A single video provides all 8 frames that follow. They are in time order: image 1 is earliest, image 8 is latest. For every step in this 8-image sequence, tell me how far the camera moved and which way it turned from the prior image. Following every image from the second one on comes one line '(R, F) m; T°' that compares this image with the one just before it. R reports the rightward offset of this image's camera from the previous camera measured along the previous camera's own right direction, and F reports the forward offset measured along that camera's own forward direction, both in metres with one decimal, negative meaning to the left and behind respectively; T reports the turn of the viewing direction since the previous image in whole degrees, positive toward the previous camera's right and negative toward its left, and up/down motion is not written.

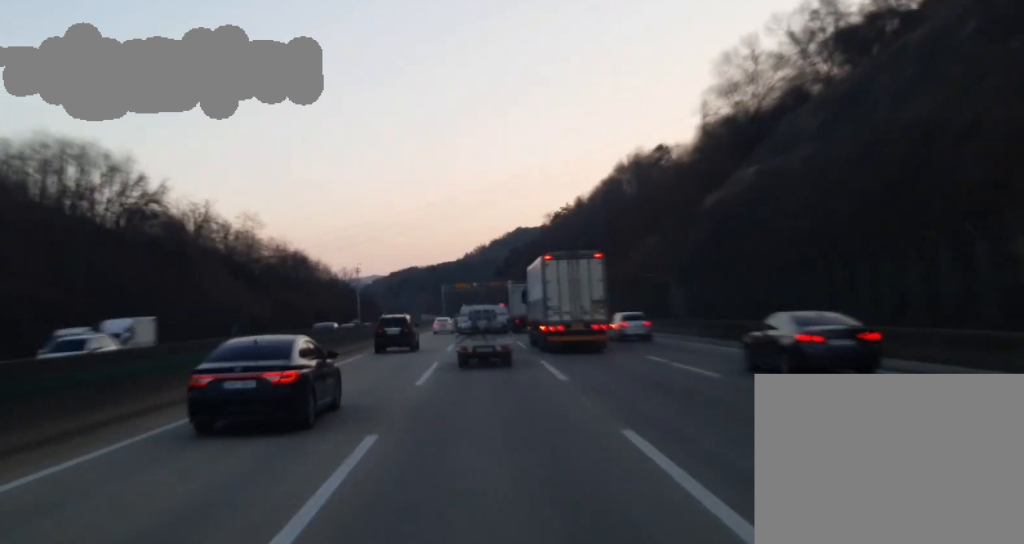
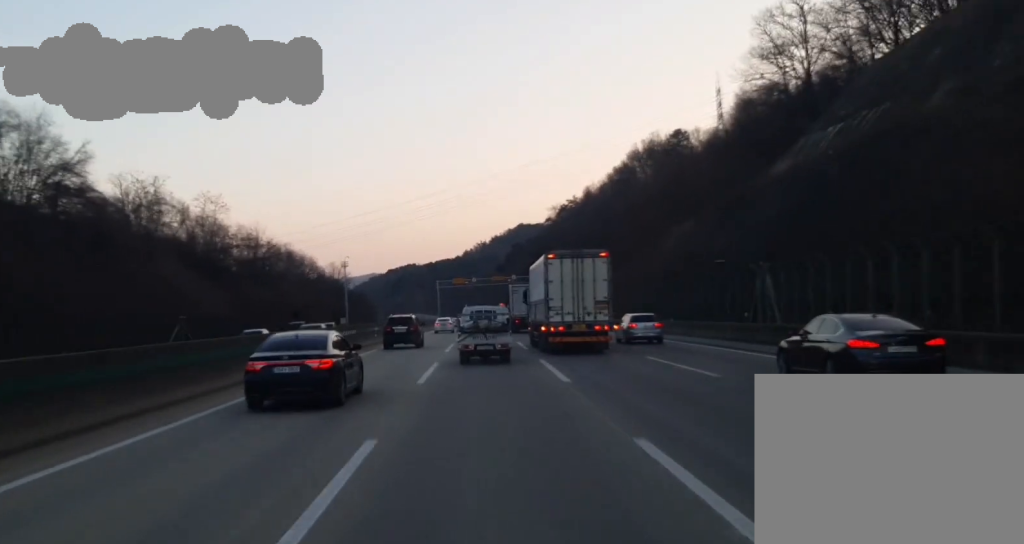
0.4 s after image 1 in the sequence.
(0.0, +19.5) m; 0°
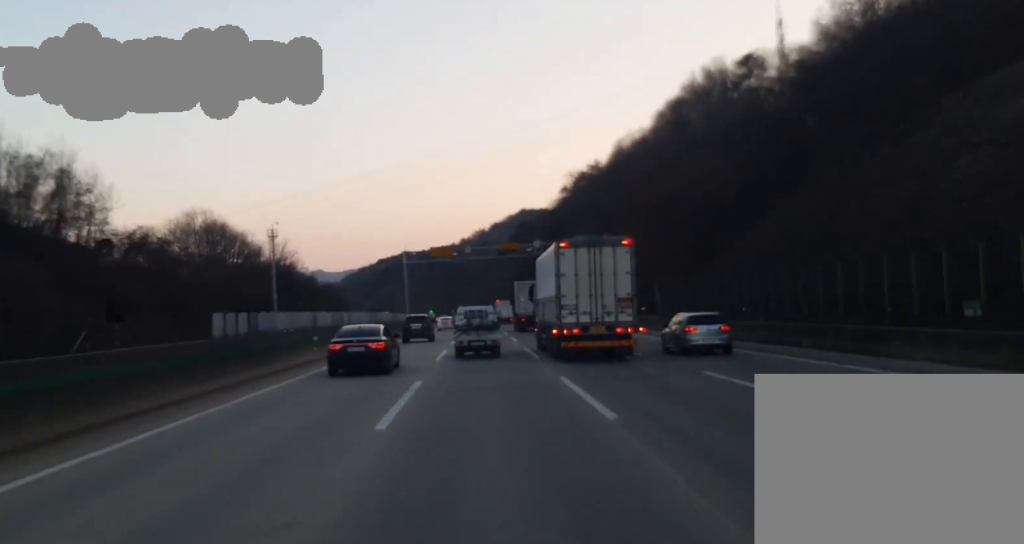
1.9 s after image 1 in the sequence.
(+0.1, +67.7) m; 0°
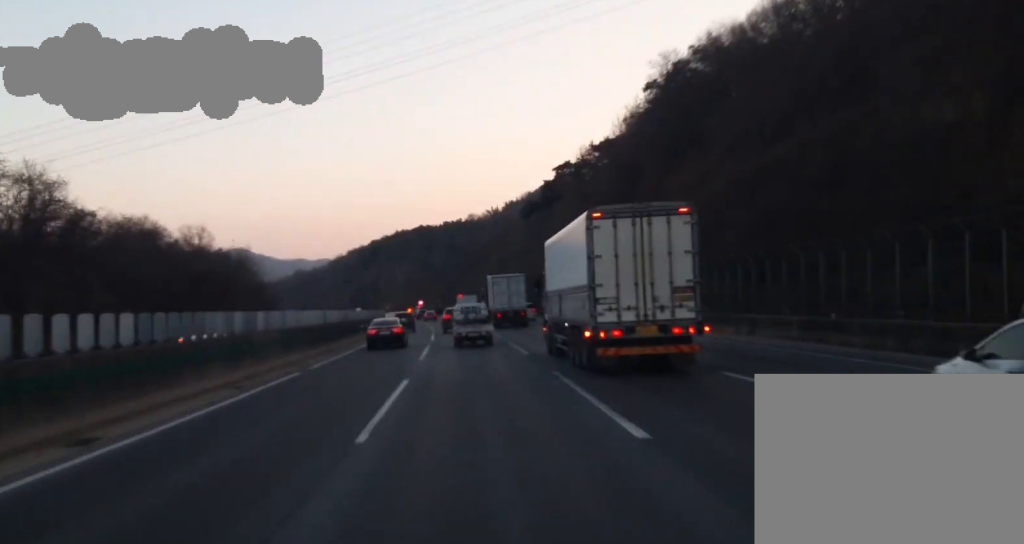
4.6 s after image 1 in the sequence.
(-1.4, +127.9) m; -1°
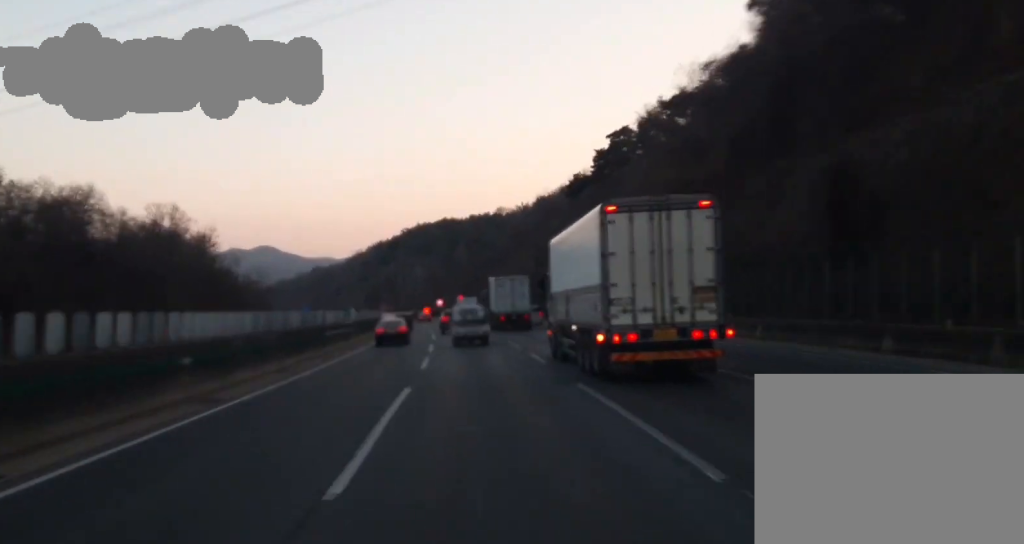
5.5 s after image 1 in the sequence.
(+0.2, +44.0) m; -1°
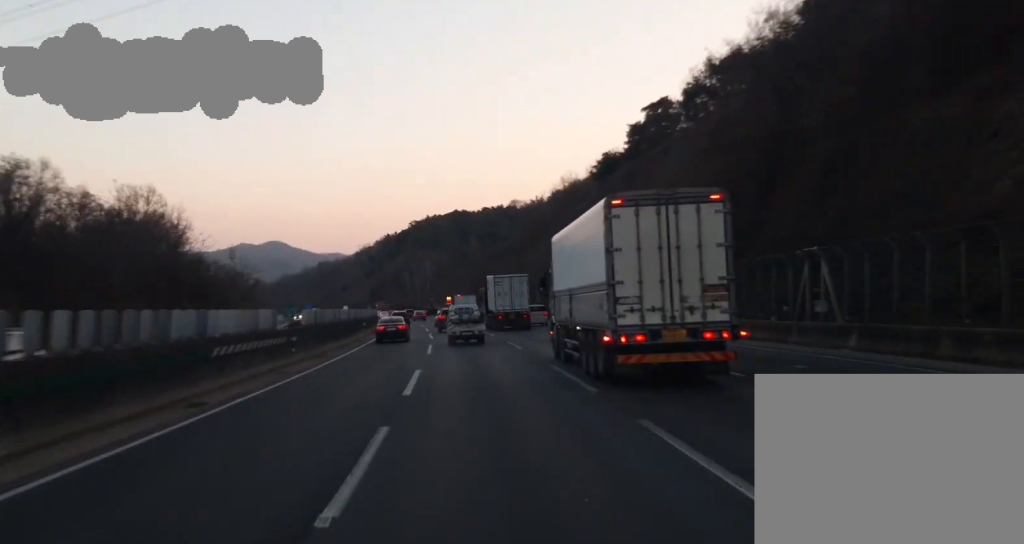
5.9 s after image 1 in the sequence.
(-0.3, +21.4) m; -1°
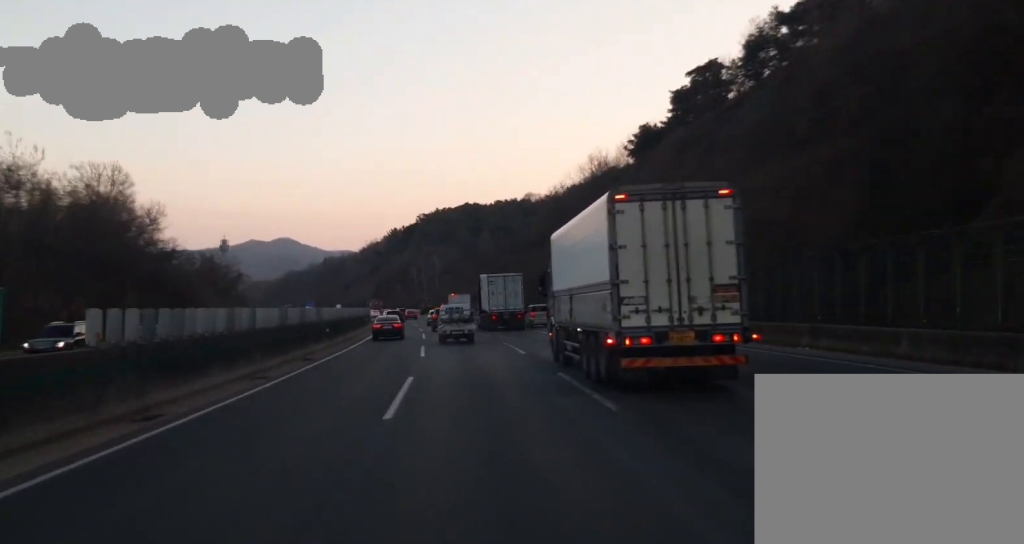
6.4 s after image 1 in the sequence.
(-0.2, +23.2) m; -1°
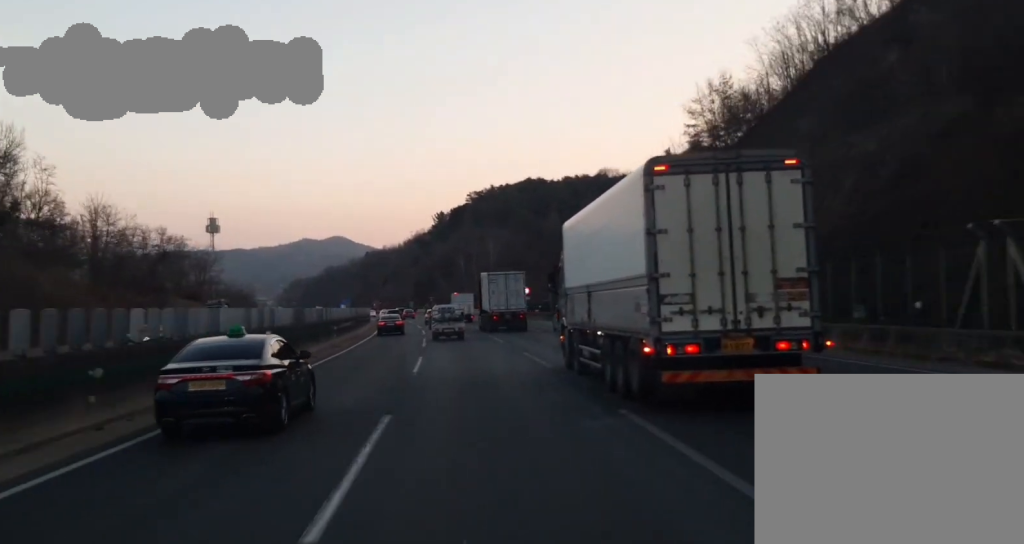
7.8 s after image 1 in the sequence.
(-1.8, +70.2) m; -3°
